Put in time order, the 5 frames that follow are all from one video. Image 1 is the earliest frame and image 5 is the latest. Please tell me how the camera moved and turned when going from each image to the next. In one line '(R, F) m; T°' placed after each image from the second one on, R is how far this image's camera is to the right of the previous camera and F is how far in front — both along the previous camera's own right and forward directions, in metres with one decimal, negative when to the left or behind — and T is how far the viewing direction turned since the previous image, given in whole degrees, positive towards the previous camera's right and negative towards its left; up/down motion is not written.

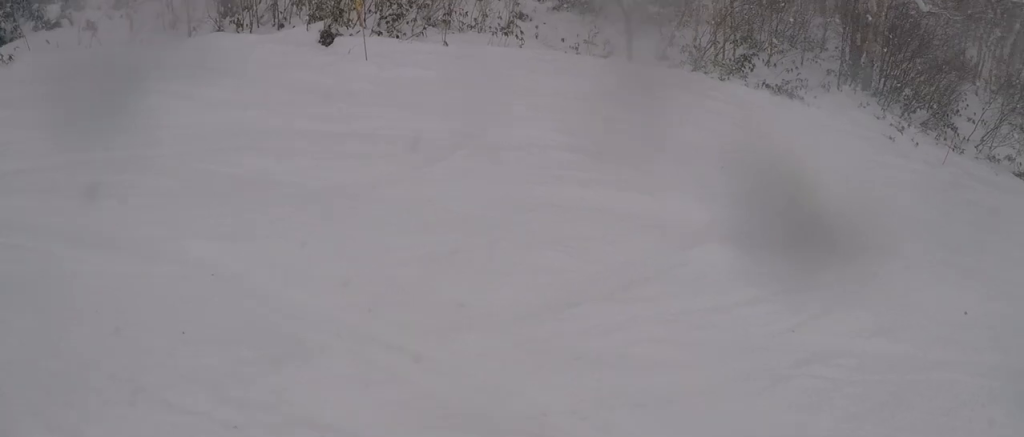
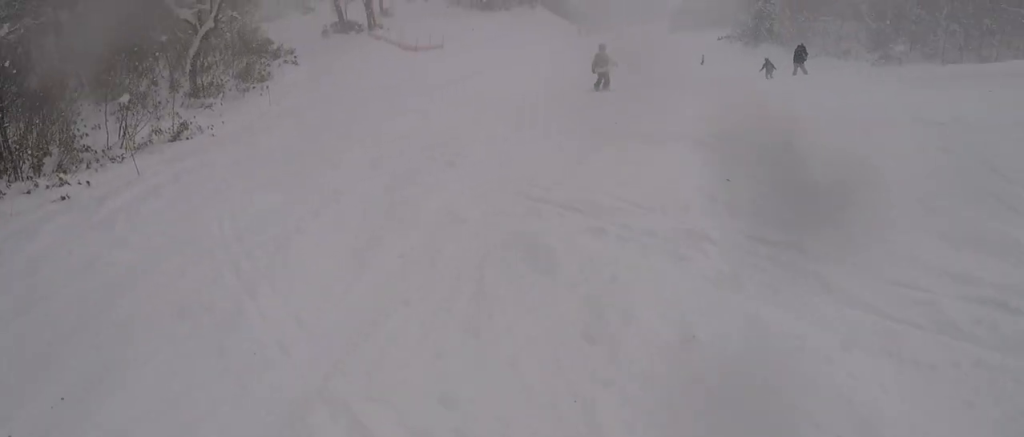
(+5.7, +4.5) m; +66°
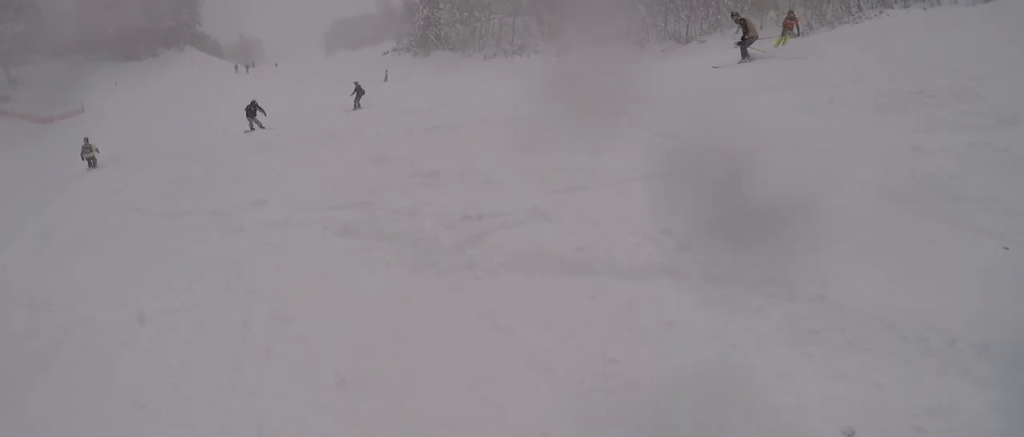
(+0.2, +7.6) m; -4°
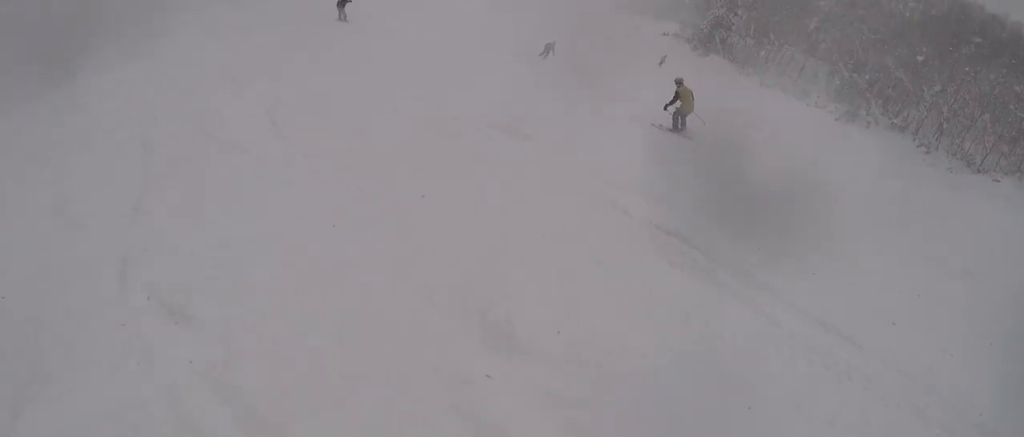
(-0.8, +5.5) m; -18°
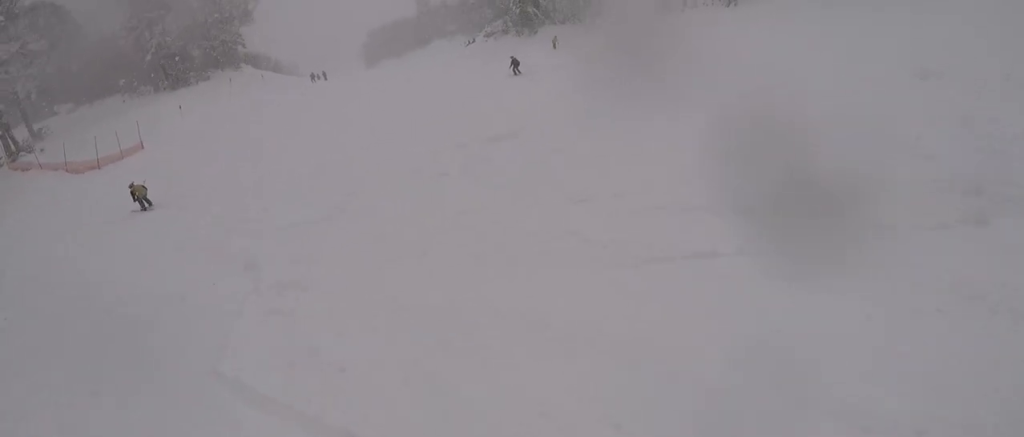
(+5.9, +14.6) m; +46°
